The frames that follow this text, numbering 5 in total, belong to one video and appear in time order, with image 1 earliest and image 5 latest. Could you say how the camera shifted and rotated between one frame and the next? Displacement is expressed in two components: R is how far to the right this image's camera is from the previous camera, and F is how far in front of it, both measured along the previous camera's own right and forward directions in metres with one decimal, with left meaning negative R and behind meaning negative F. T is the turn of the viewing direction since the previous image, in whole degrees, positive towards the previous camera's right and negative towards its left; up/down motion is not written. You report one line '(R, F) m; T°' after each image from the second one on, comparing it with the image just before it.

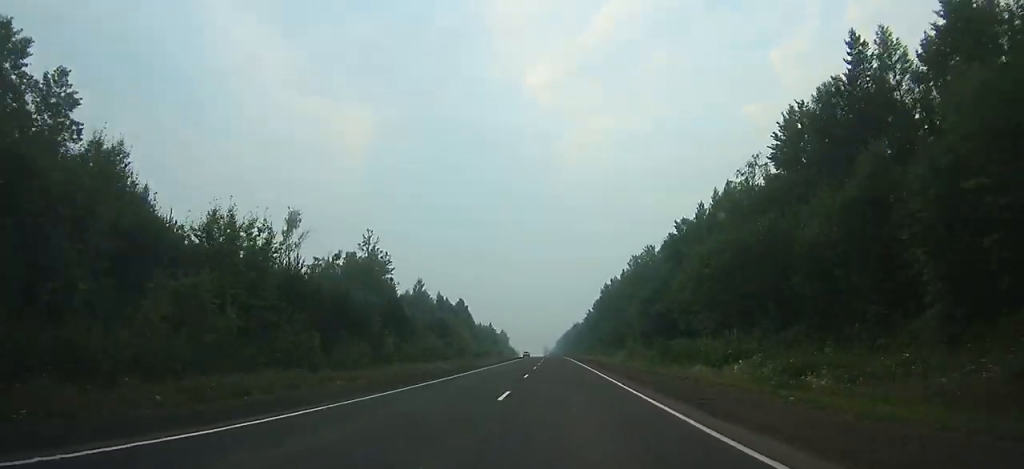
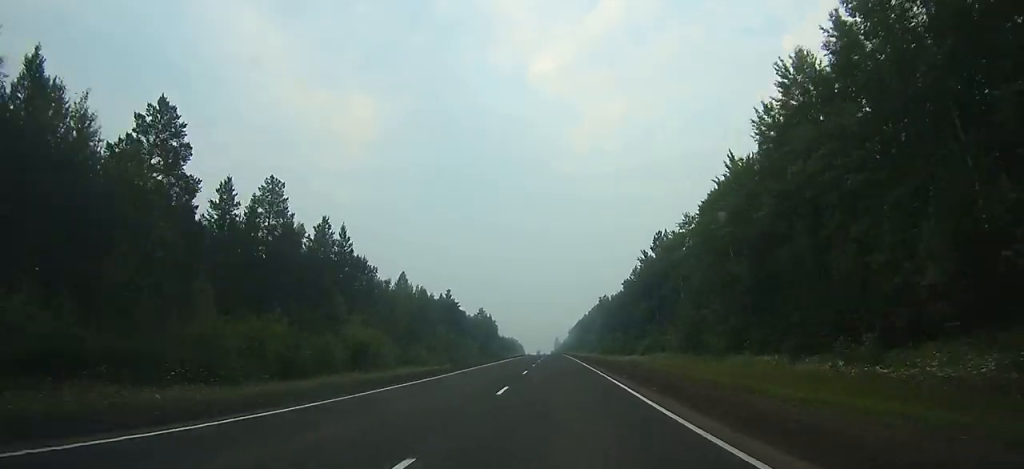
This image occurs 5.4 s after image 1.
(-1.3, +157.3) m; -1°
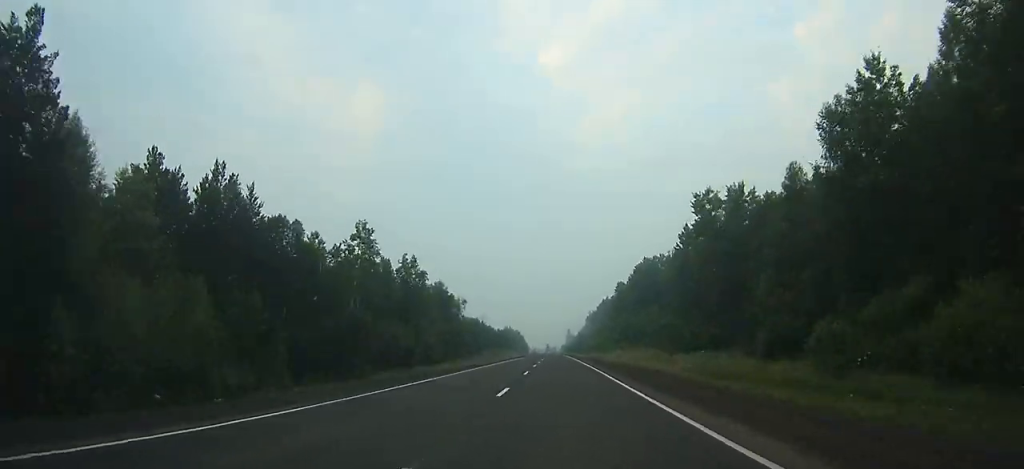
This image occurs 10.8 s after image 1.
(-1.7, +161.6) m; -1°
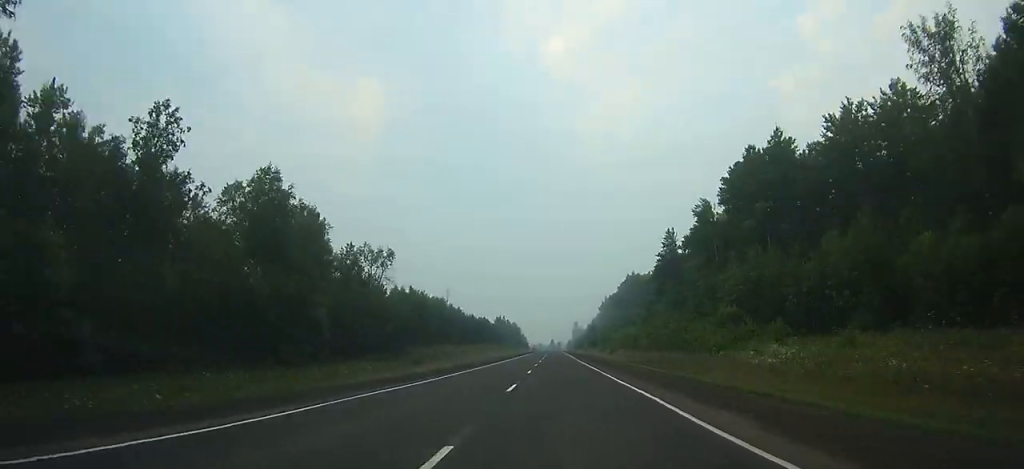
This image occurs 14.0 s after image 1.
(-0.7, +93.2) m; -1°
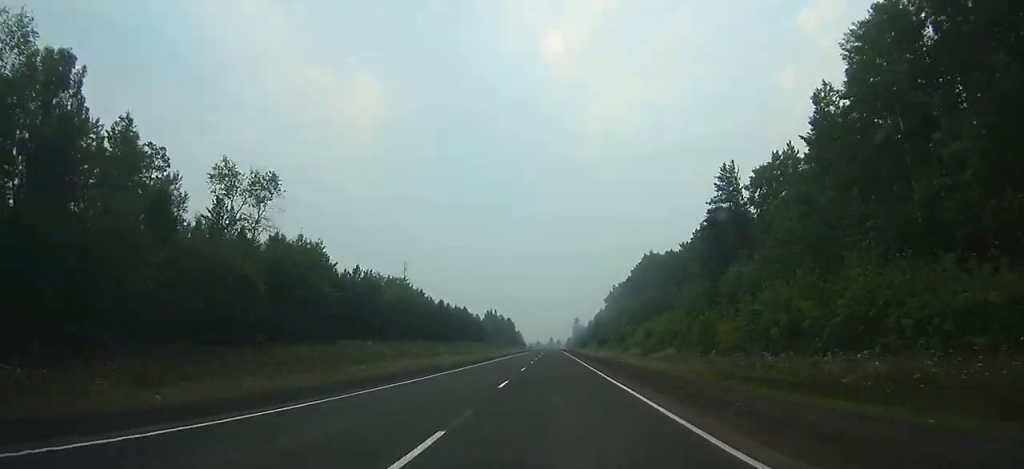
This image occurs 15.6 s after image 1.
(-0.1, +46.1) m; 0°
